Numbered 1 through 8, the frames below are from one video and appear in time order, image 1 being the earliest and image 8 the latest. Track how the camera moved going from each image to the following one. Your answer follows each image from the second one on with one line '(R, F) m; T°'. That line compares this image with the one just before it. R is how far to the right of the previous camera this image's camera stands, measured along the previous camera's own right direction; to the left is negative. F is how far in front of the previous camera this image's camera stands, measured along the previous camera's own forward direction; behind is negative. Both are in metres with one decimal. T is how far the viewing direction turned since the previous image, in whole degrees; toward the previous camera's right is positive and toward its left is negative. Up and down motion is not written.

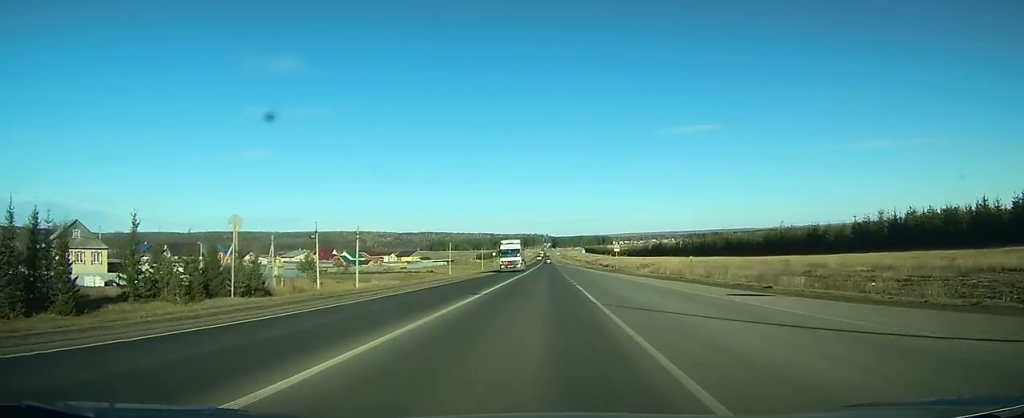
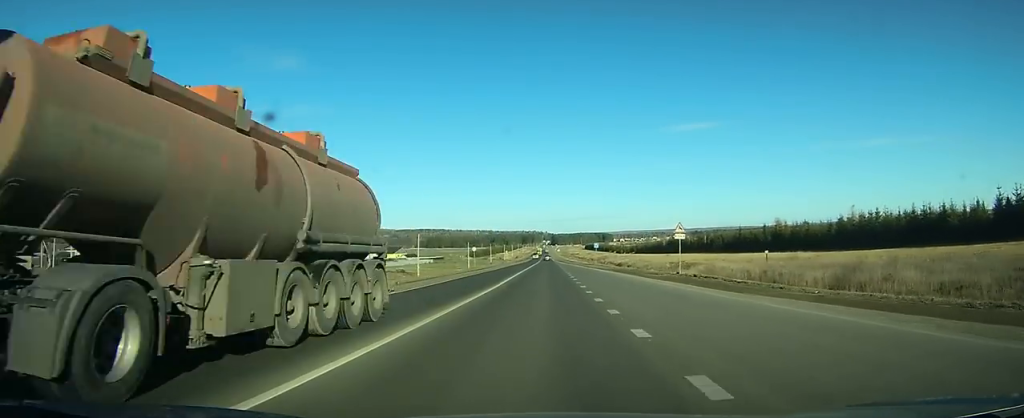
(-0.1, +37.9) m; 0°
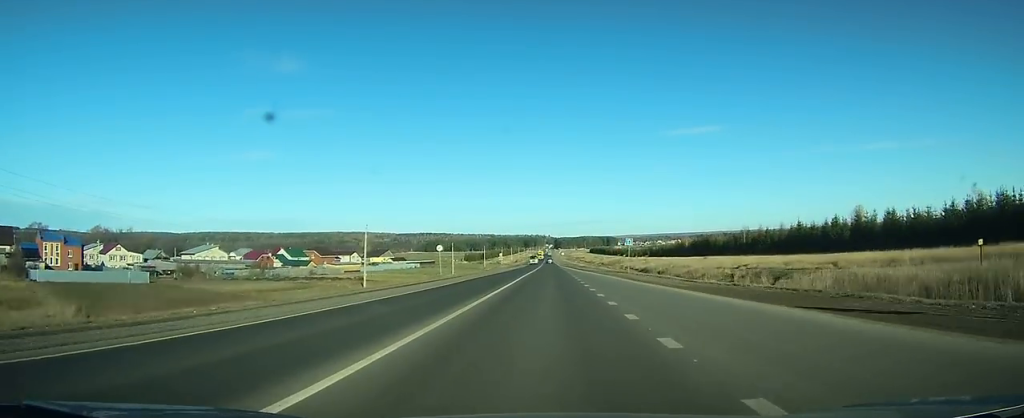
(0.0, +36.5) m; 0°
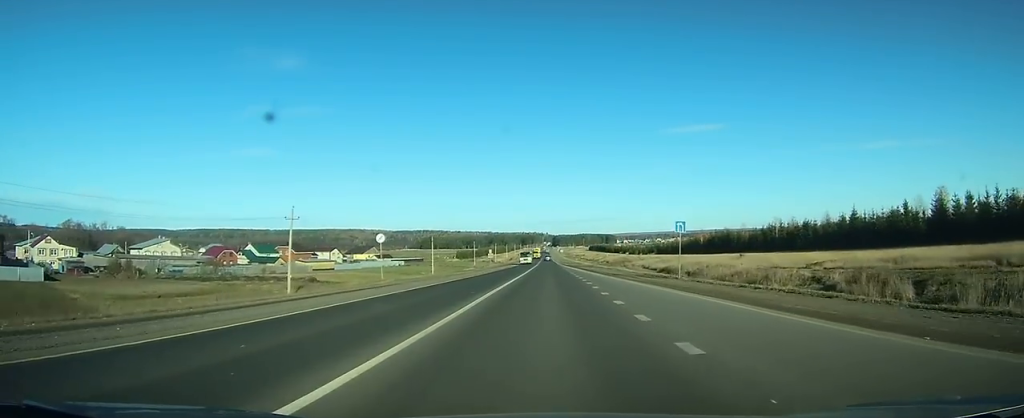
(0.0, +24.5) m; 0°
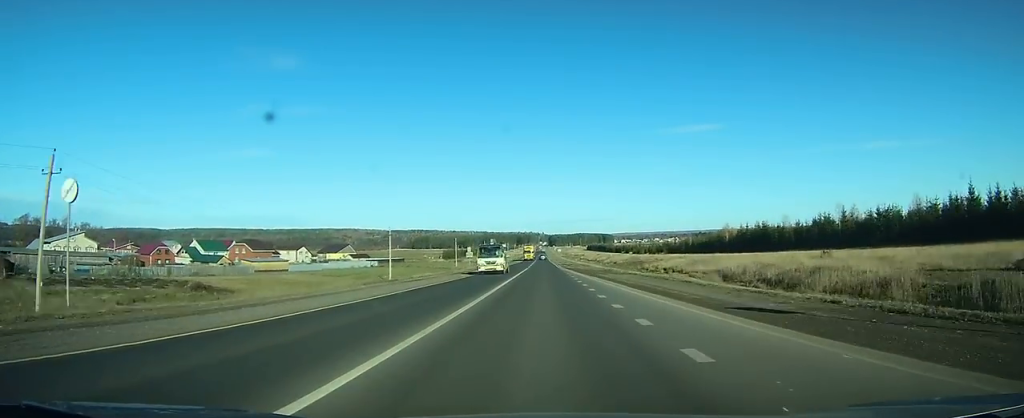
(0.0, +32.2) m; 0°
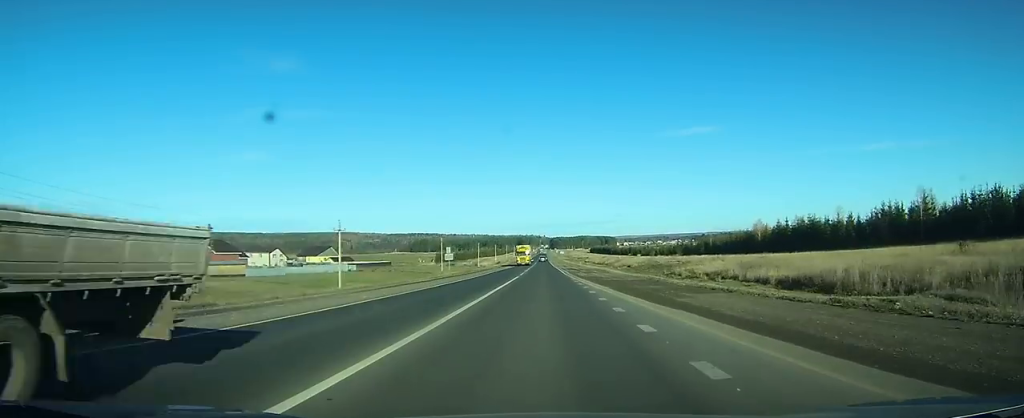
(0.0, +24.7) m; 0°
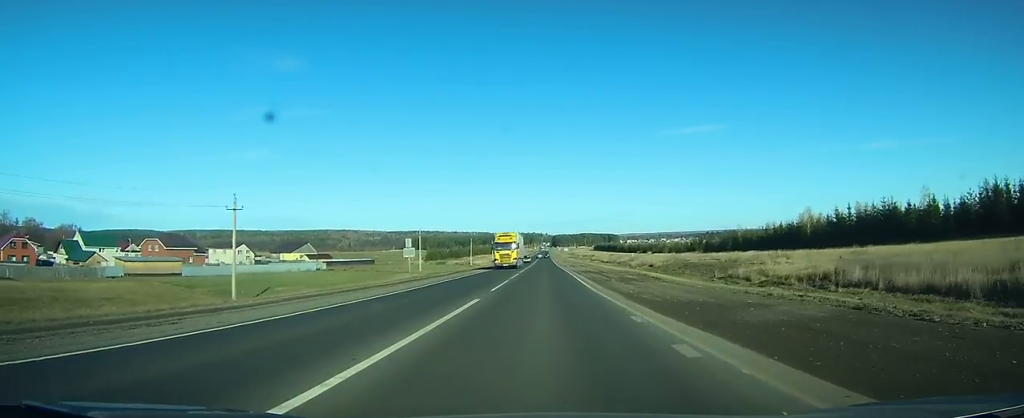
(0.0, +26.4) m; 0°
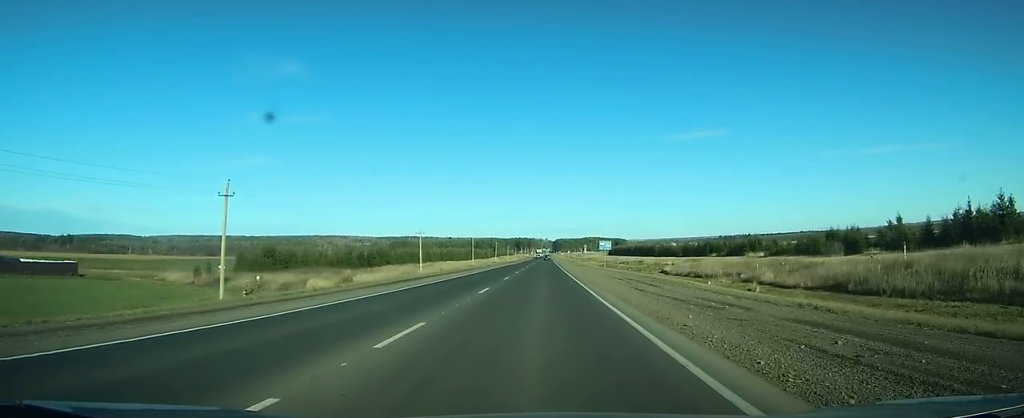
(-1.6, +146.0) m; -1°
